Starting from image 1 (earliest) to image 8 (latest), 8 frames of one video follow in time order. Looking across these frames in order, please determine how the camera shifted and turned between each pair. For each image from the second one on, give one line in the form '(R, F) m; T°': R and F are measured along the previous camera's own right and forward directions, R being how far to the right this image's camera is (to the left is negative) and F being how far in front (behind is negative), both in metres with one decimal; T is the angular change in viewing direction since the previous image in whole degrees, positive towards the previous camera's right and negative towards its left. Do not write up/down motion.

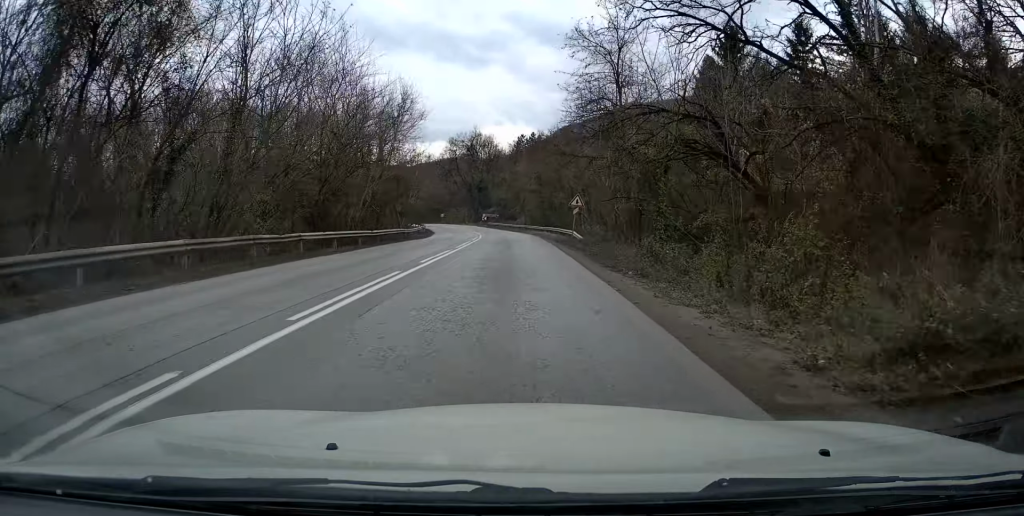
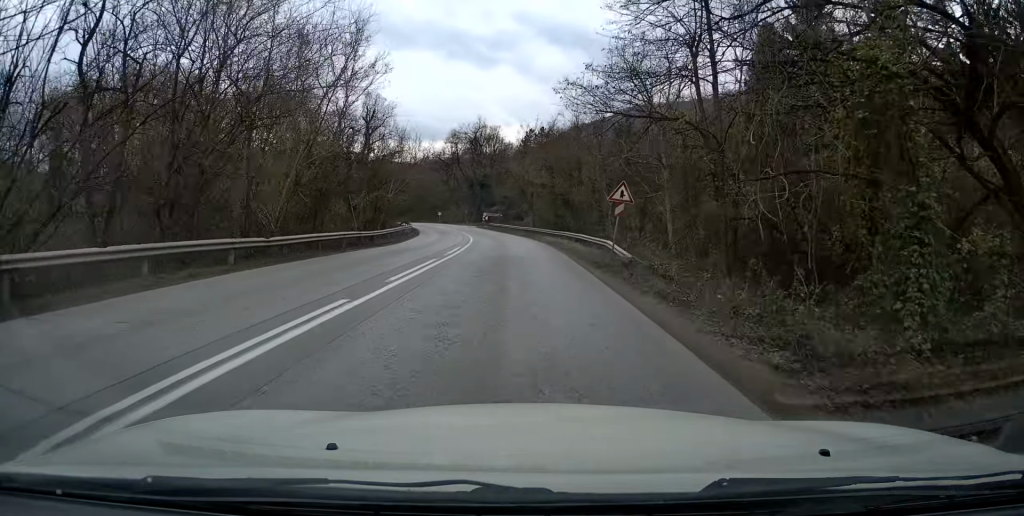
(-0.1, +13.8) m; 0°
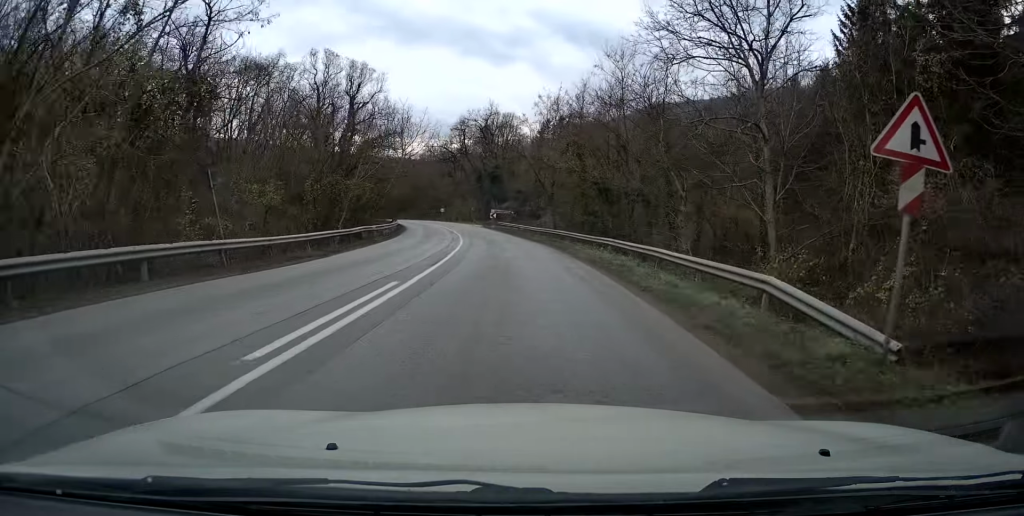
(+0.2, +15.5) m; -1°
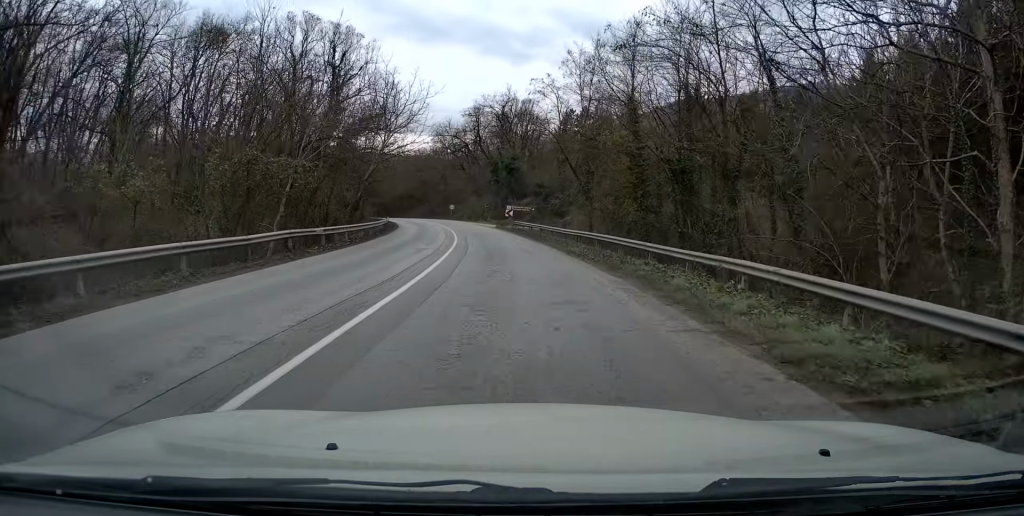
(-0.4, +13.1) m; -2°
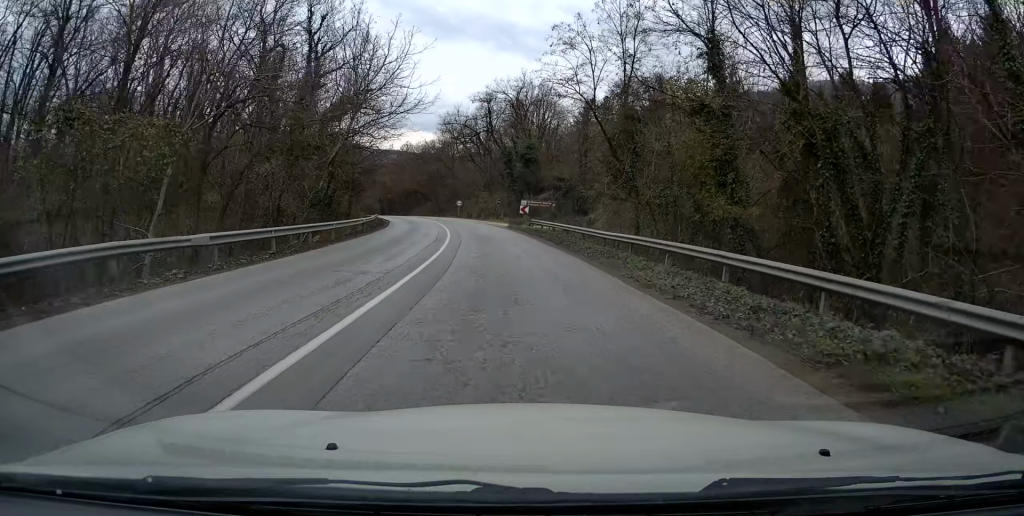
(-0.1, +10.3) m; -2°
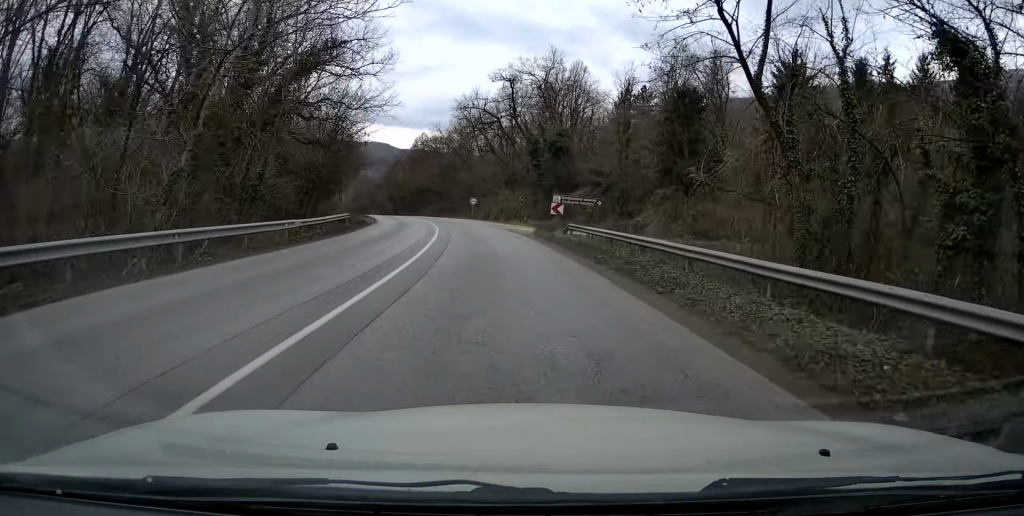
(-0.4, +14.3) m; -3°
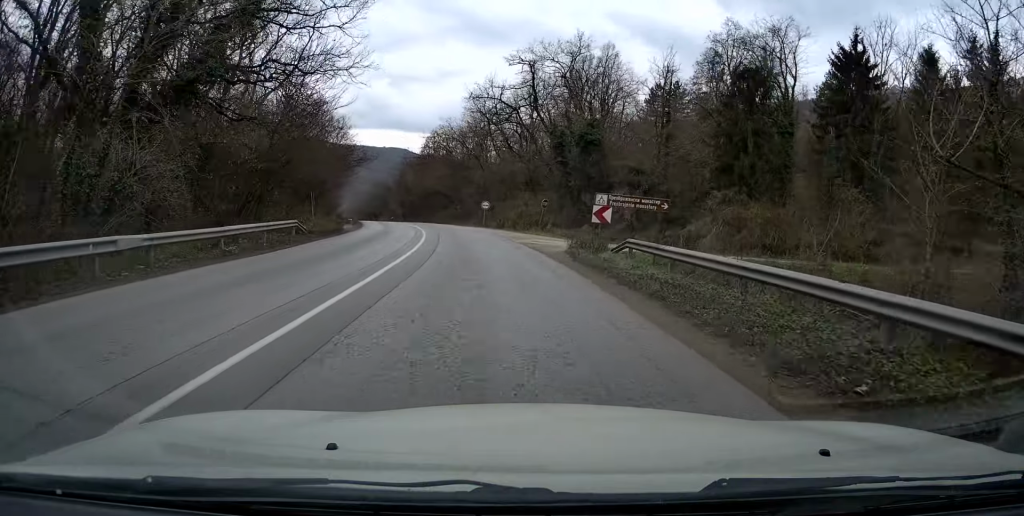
(-0.2, +11.1) m; -1°
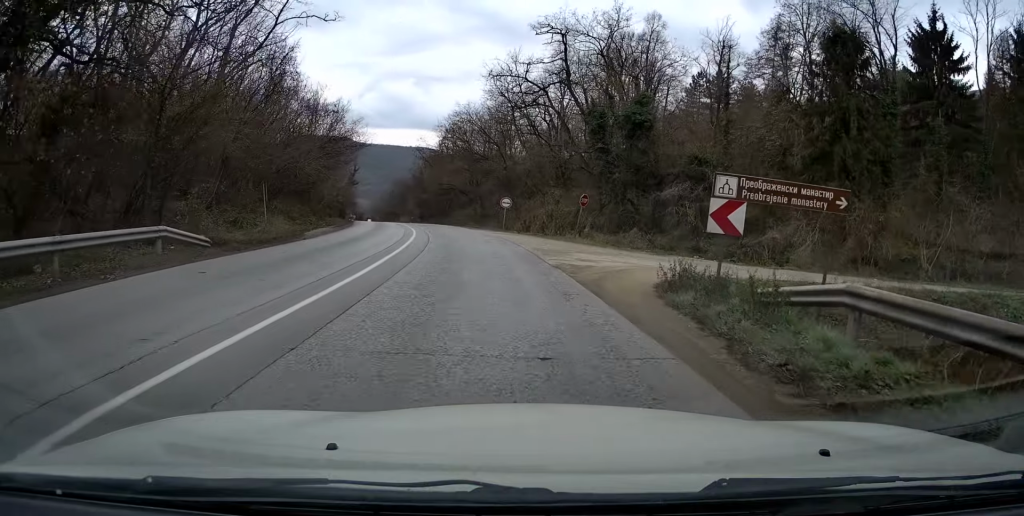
(-0.1, +10.7) m; -2°
